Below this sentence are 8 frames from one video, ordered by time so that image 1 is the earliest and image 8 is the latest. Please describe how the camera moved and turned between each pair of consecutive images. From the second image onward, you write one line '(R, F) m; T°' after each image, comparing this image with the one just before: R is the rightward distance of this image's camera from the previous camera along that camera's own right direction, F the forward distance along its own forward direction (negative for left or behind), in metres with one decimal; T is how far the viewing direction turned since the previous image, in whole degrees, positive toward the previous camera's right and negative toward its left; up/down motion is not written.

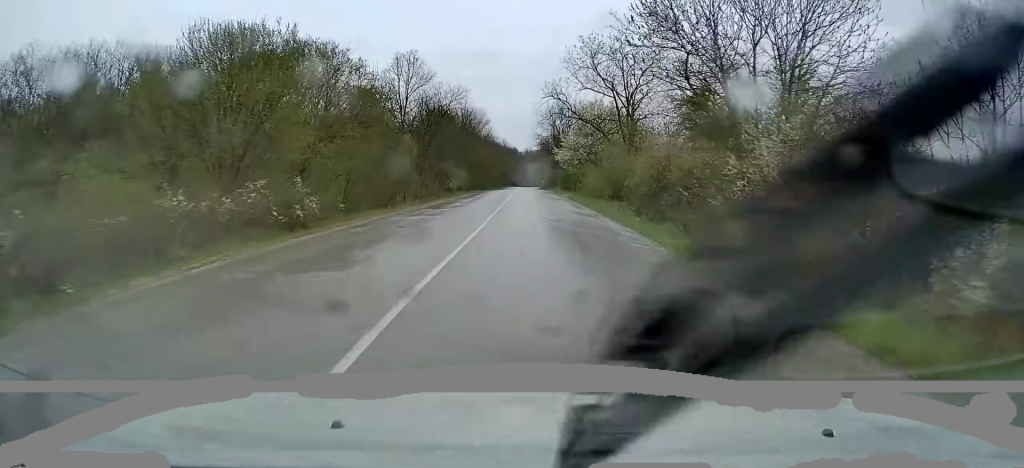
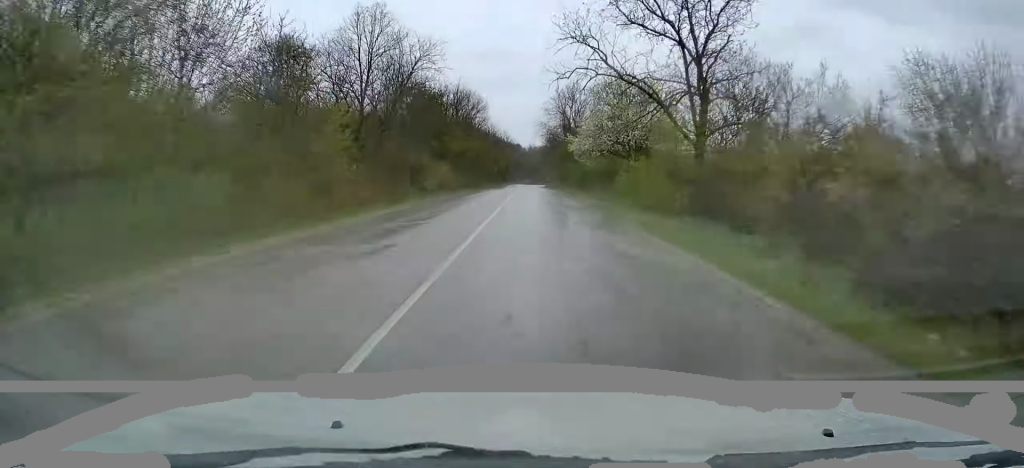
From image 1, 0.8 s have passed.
(+0.1, +15.9) m; 0°
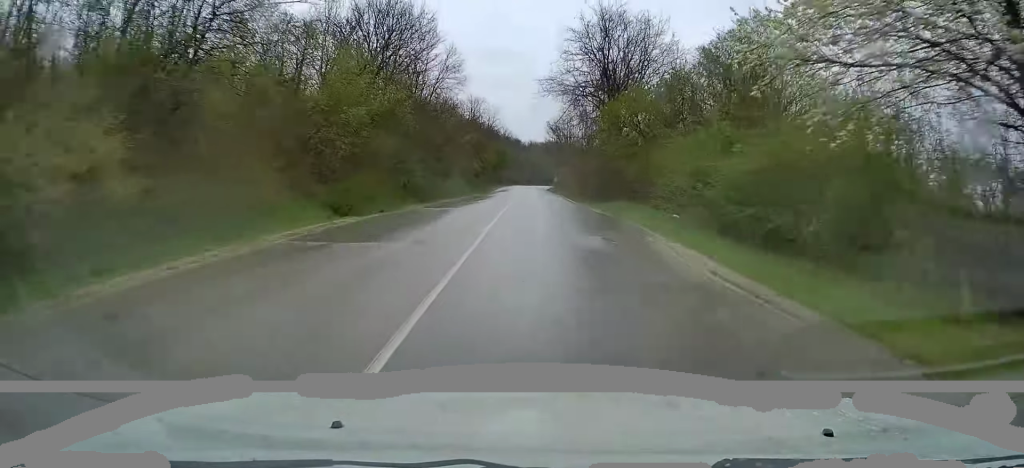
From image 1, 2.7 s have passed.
(-0.3, +40.1) m; 0°
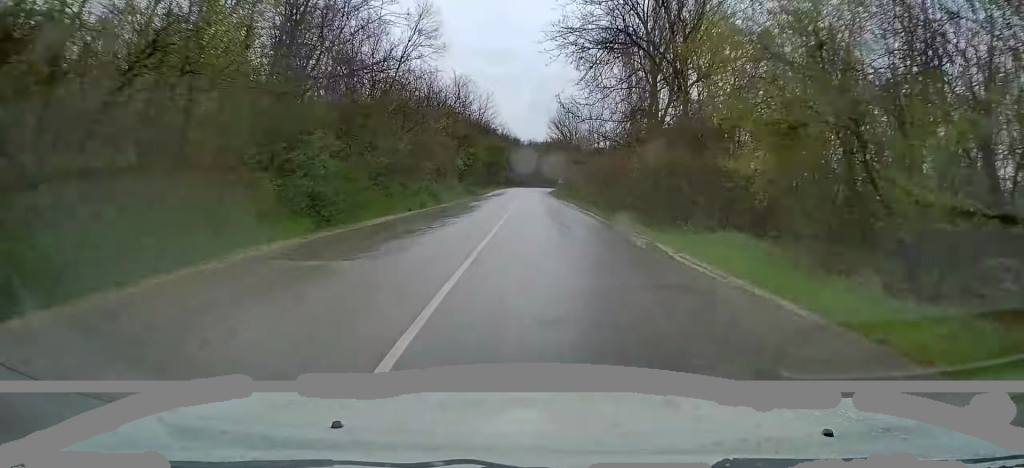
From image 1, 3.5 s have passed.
(0.0, +16.1) m; 0°
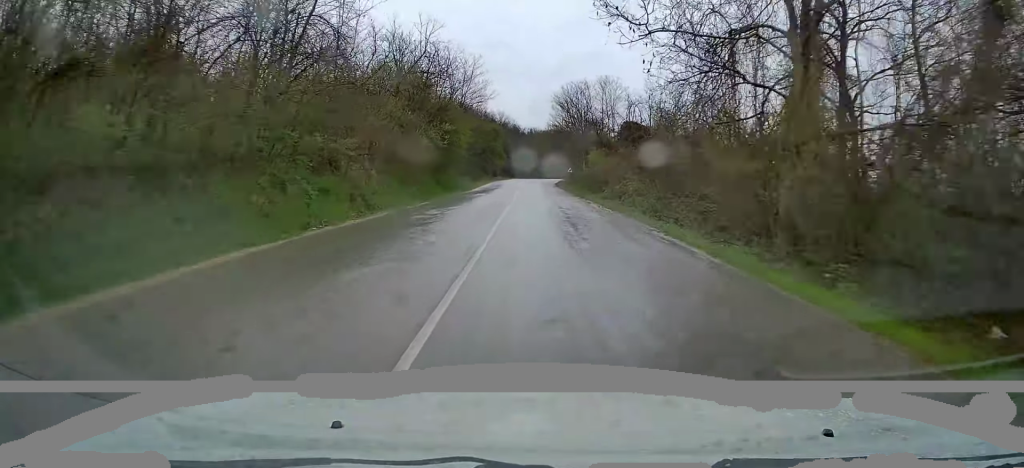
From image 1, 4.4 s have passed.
(0.0, +18.0) m; 0°
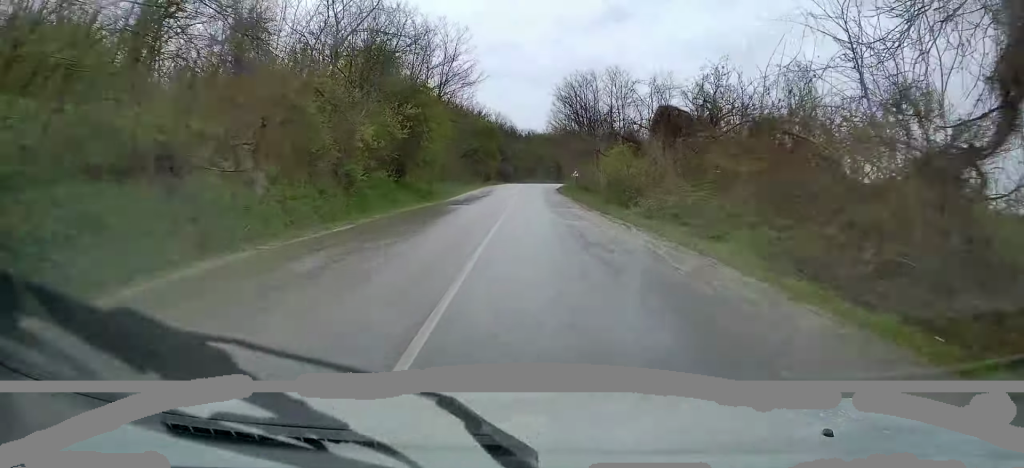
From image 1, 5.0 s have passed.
(0.0, +12.0) m; 0°
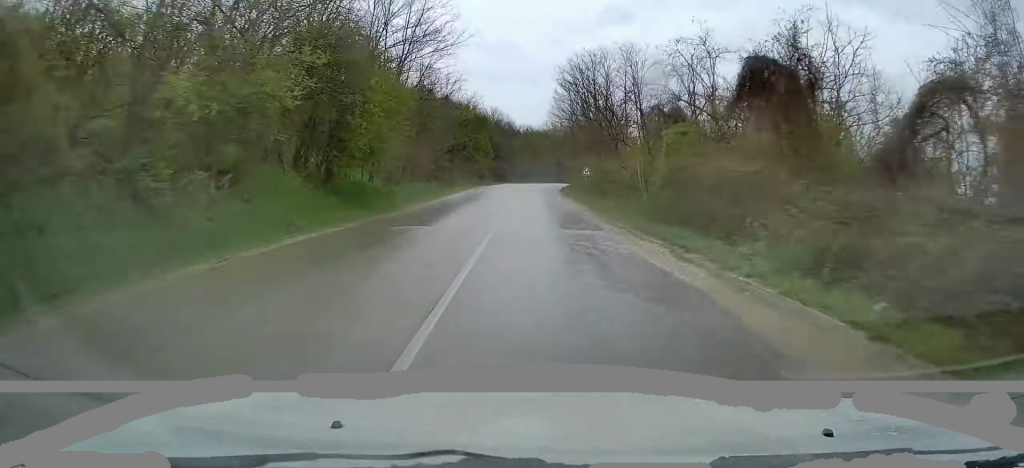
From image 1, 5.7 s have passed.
(0.0, +12.6) m; 0°
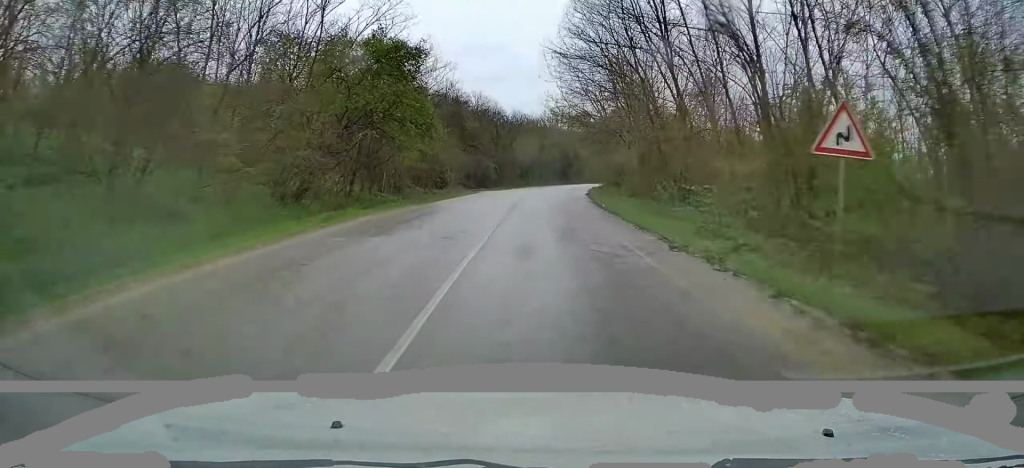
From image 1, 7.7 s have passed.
(+0.4, +39.3) m; +1°
